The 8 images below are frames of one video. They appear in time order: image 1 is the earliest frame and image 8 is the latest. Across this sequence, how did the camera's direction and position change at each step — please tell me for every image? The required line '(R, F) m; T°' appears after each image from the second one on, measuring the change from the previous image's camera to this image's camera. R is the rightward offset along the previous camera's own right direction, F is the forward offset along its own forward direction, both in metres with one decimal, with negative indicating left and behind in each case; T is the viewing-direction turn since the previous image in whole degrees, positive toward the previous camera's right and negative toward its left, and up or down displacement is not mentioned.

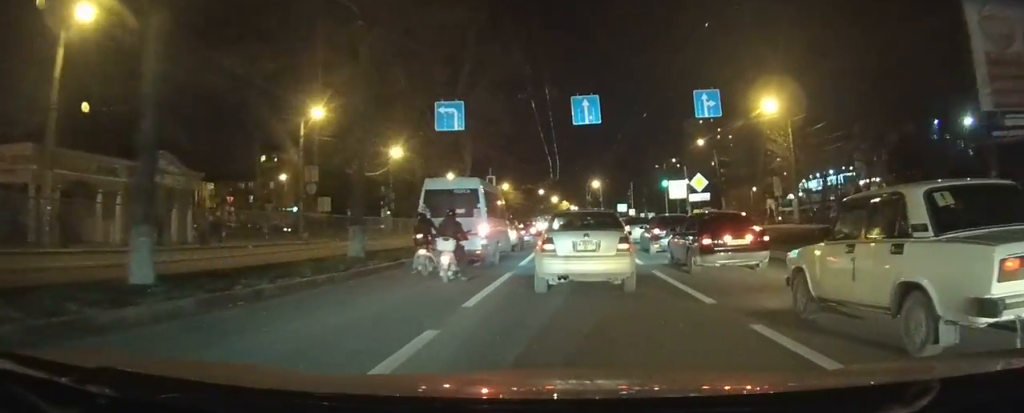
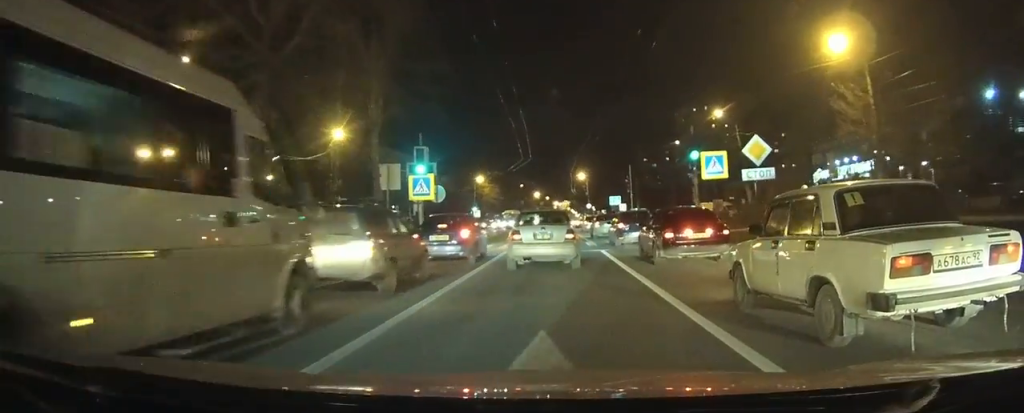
(+0.1, +17.2) m; 0°
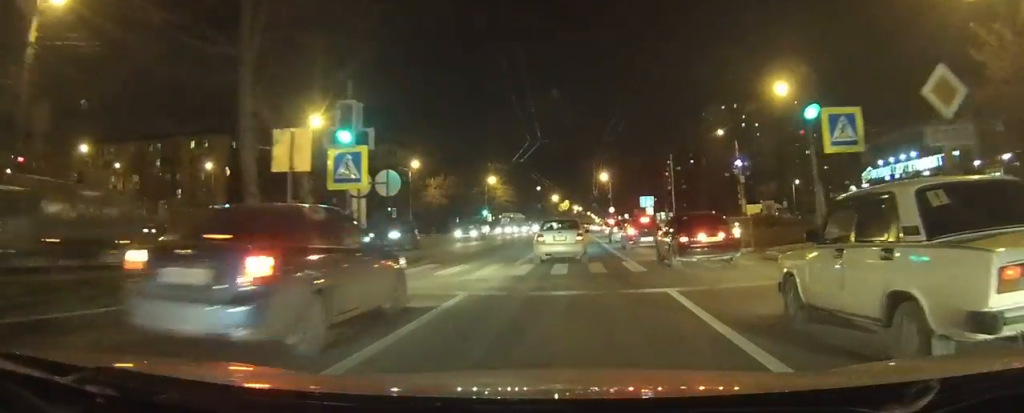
(0.0, +13.0) m; 0°
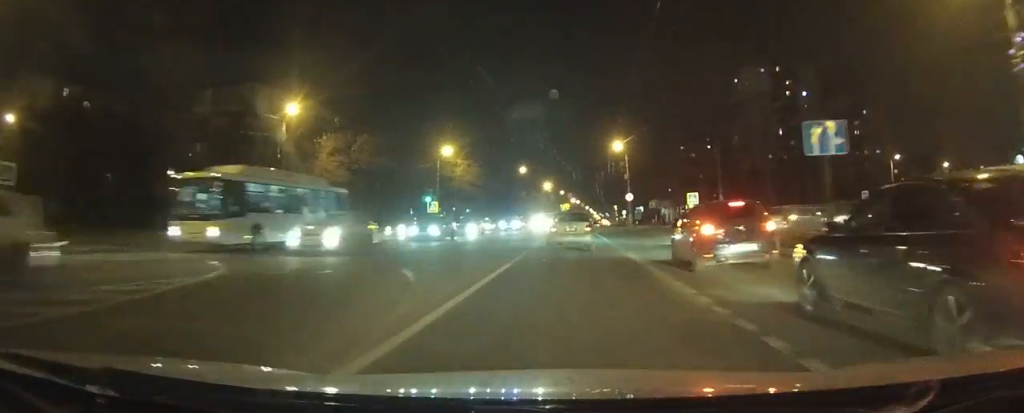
(-0.2, +38.1) m; 0°
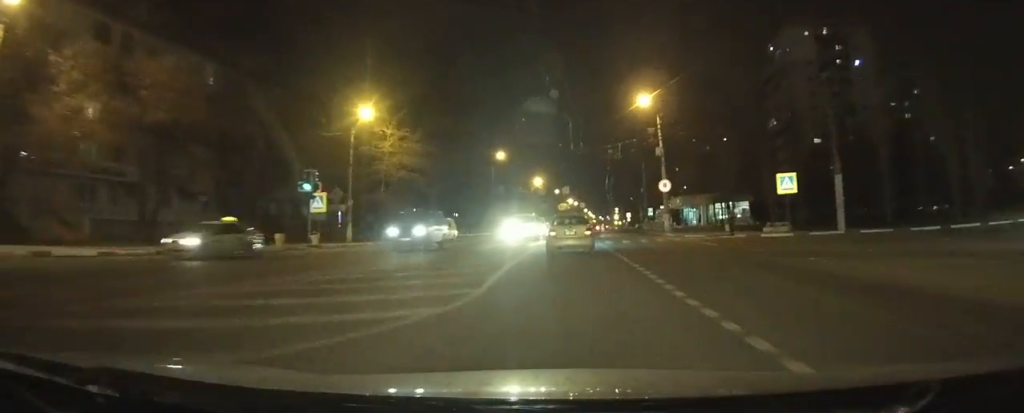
(+0.1, +29.6) m; +1°
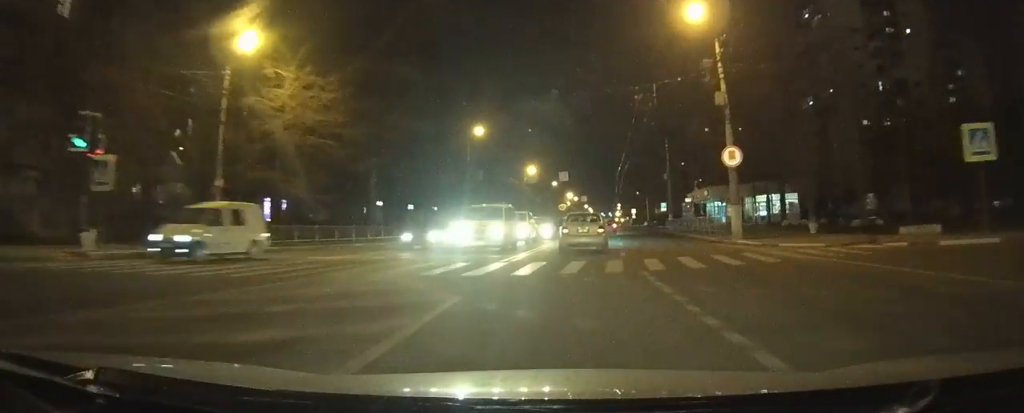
(-0.1, +18.7) m; +1°
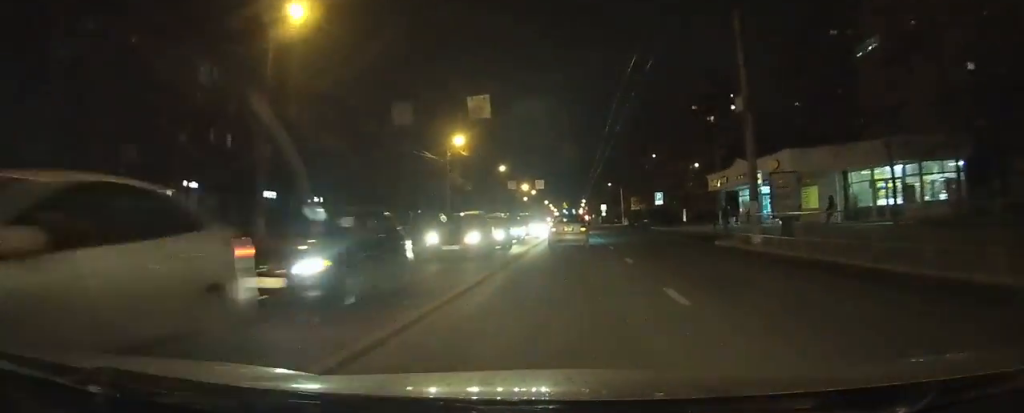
(+1.0, +38.8) m; +2°
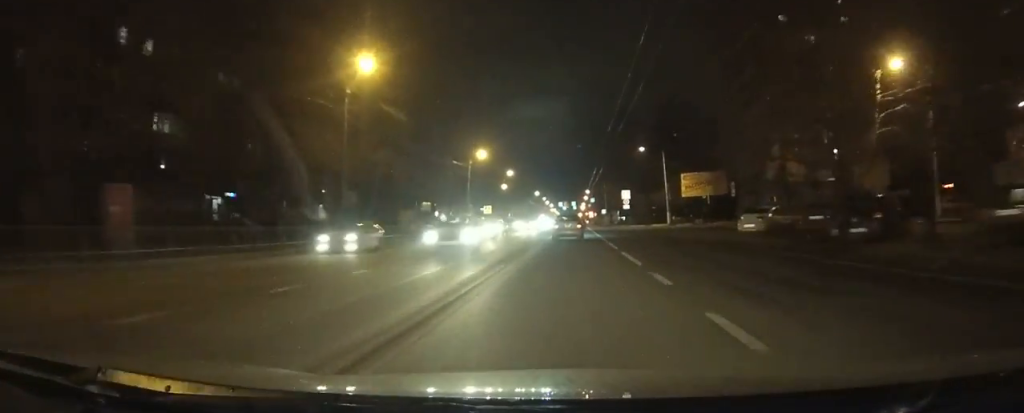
(+0.1, +68.9) m; 0°
